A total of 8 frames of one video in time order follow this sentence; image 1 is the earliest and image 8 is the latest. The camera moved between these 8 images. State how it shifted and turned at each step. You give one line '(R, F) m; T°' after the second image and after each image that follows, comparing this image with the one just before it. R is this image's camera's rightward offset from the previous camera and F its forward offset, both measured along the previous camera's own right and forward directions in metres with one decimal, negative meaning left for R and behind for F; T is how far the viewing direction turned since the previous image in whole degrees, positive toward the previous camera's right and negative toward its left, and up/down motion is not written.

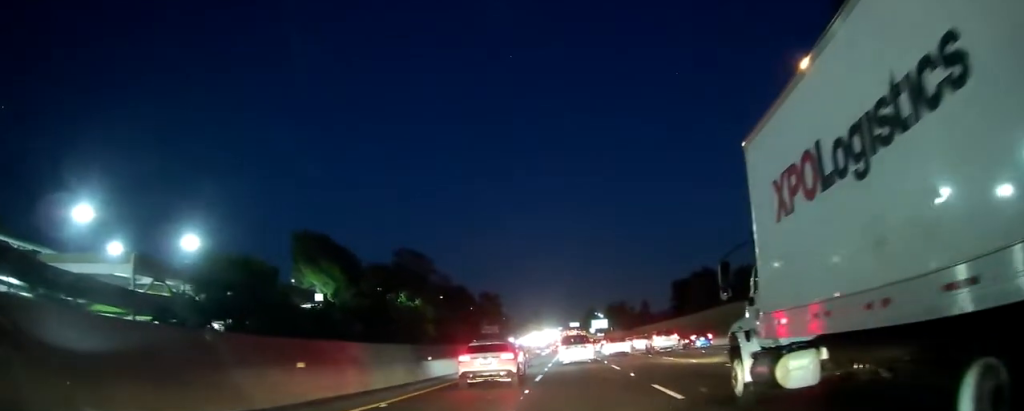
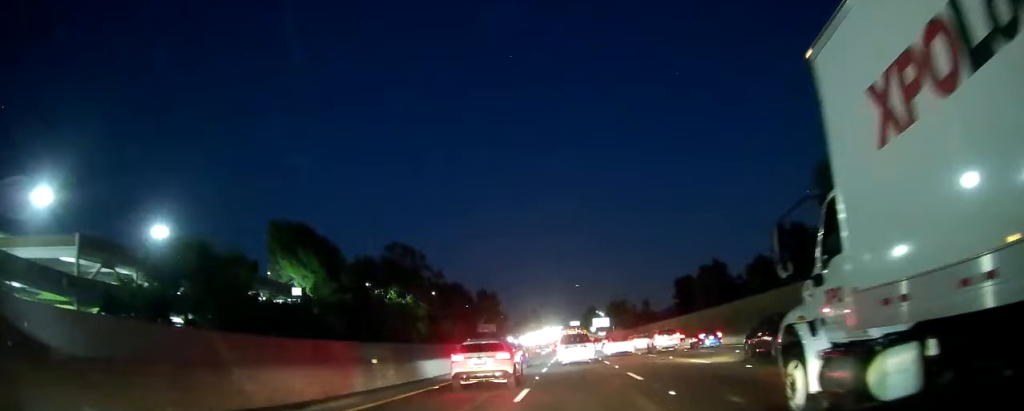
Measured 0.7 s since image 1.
(0.0, +7.6) m; 0°
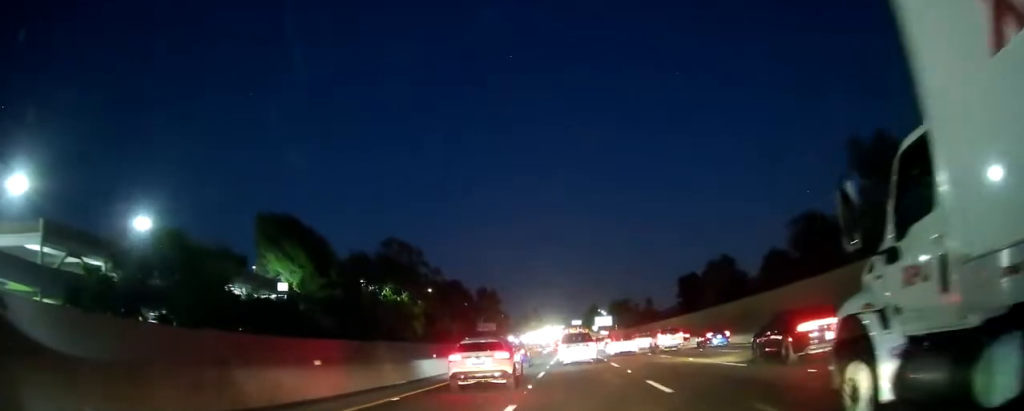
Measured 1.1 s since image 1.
(0.0, +4.6) m; 0°
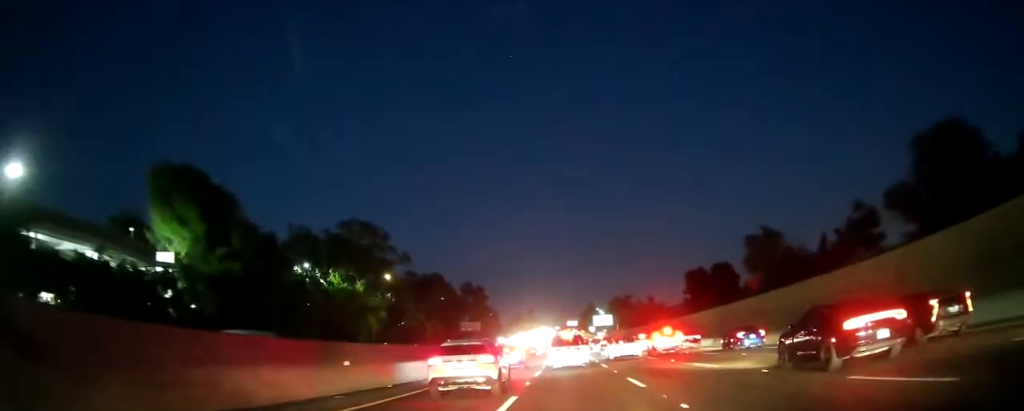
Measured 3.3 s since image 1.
(0.0, +26.9) m; 0°
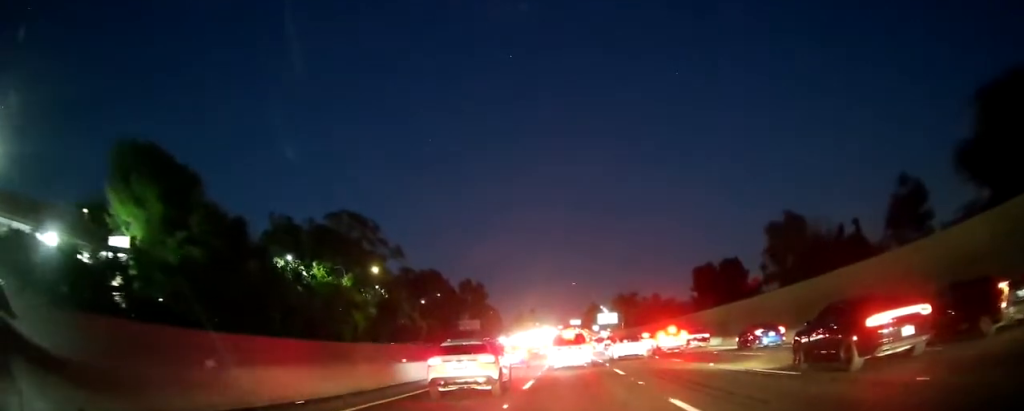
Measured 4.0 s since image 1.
(0.0, +8.3) m; 0°
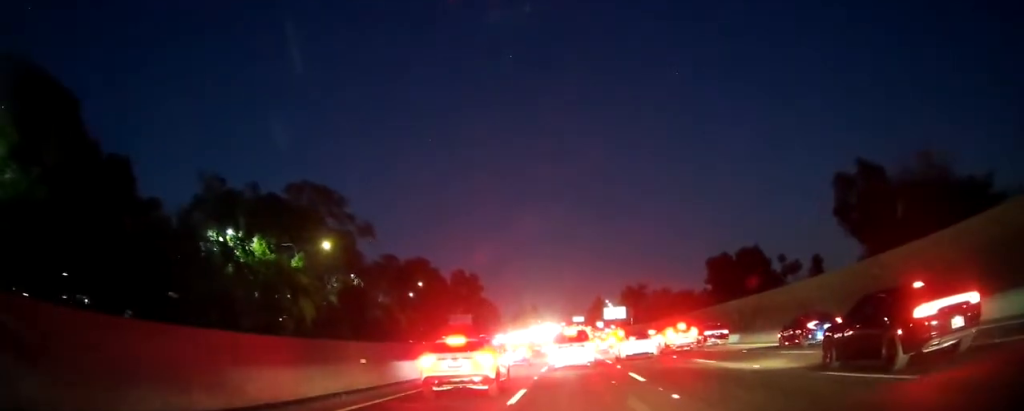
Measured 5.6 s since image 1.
(0.0, +19.9) m; 0°
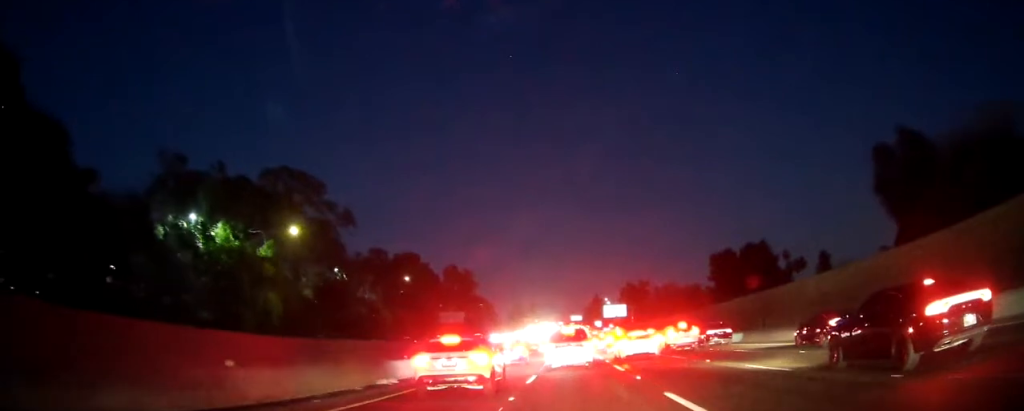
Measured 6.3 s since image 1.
(0.0, +9.0) m; 0°
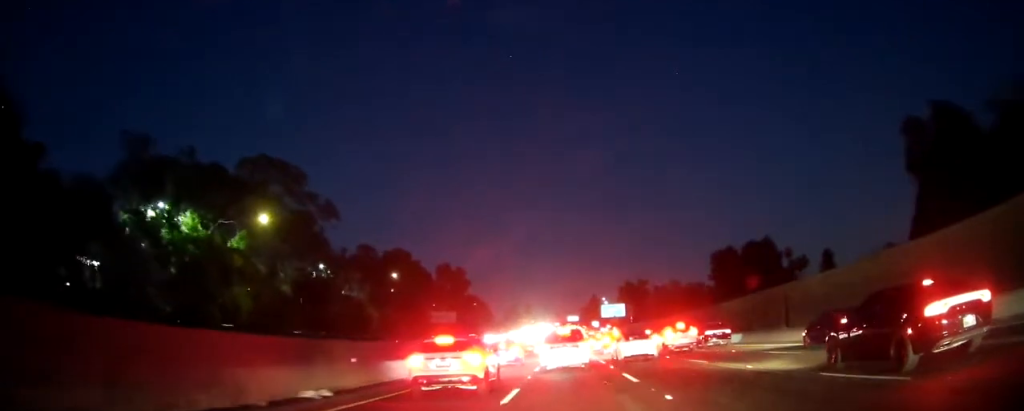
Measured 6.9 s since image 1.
(0.0, +6.4) m; 0°
